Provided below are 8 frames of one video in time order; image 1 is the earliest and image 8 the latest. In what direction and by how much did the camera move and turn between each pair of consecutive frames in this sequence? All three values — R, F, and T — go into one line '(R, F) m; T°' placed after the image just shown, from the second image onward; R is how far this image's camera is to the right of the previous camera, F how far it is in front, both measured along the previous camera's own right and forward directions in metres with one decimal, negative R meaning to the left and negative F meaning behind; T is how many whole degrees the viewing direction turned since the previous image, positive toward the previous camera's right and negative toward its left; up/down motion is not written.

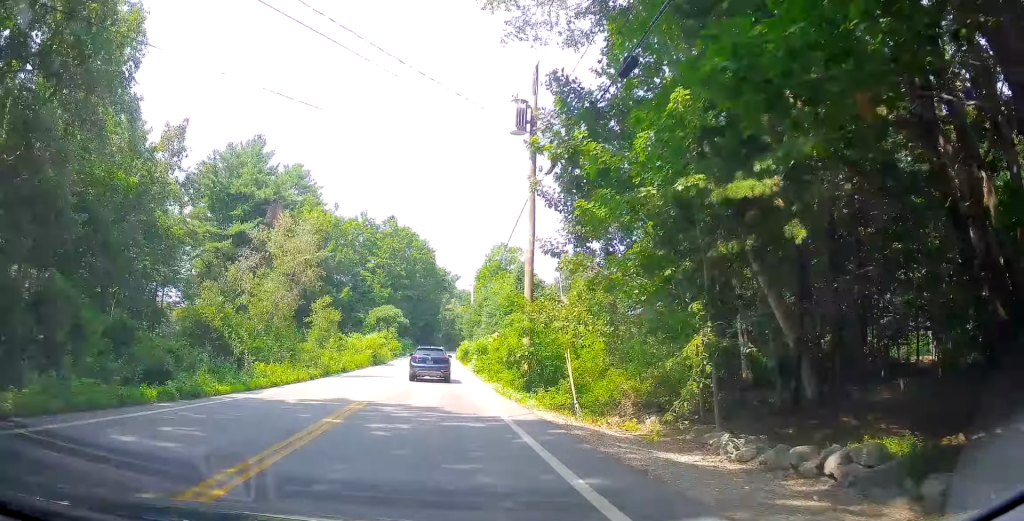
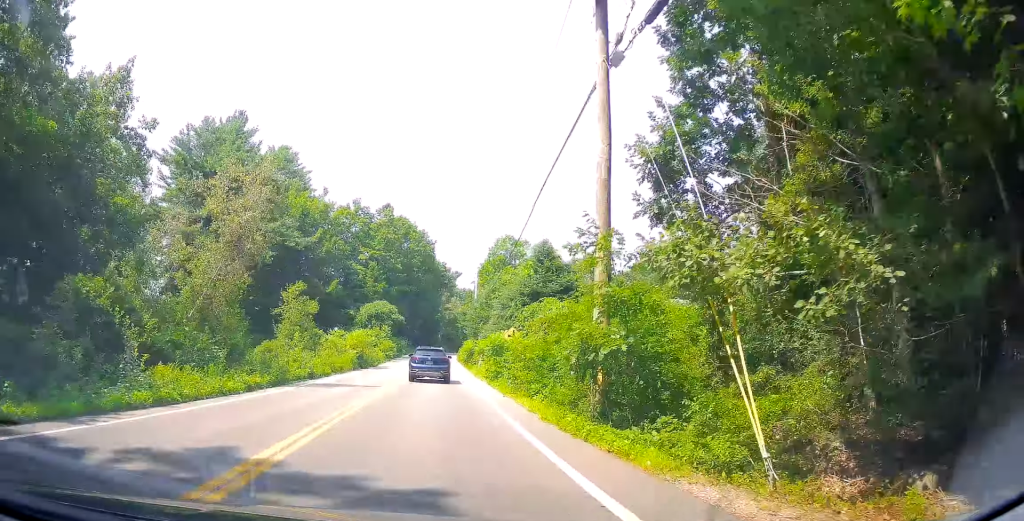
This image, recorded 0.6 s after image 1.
(0.0, +8.9) m; +1°
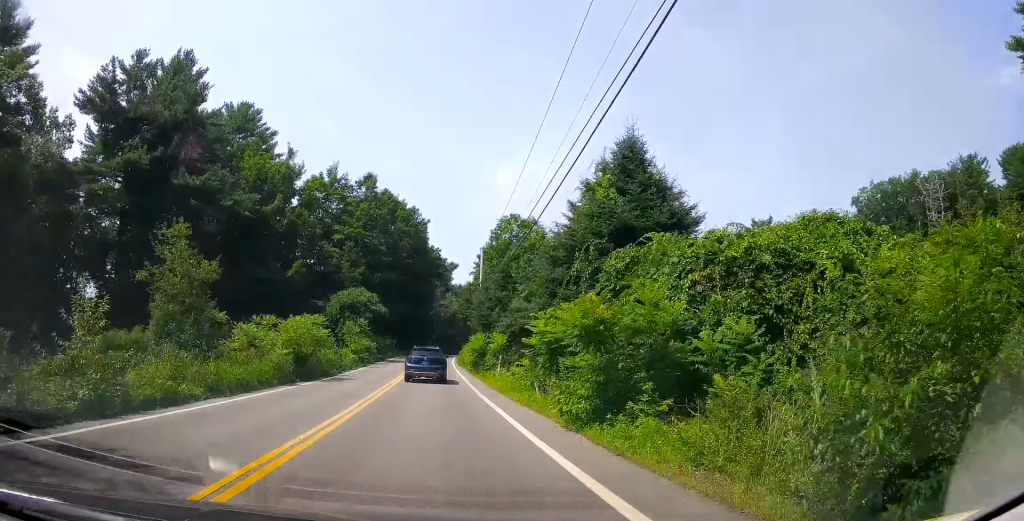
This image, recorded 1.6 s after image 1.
(+0.2, +17.4) m; +5°
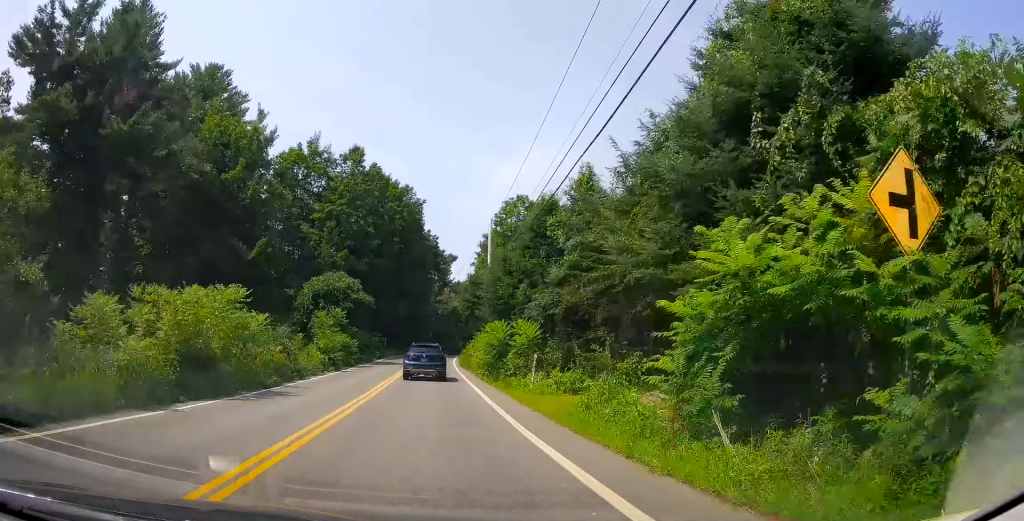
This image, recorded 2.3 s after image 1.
(+0.8, +11.1) m; +3°
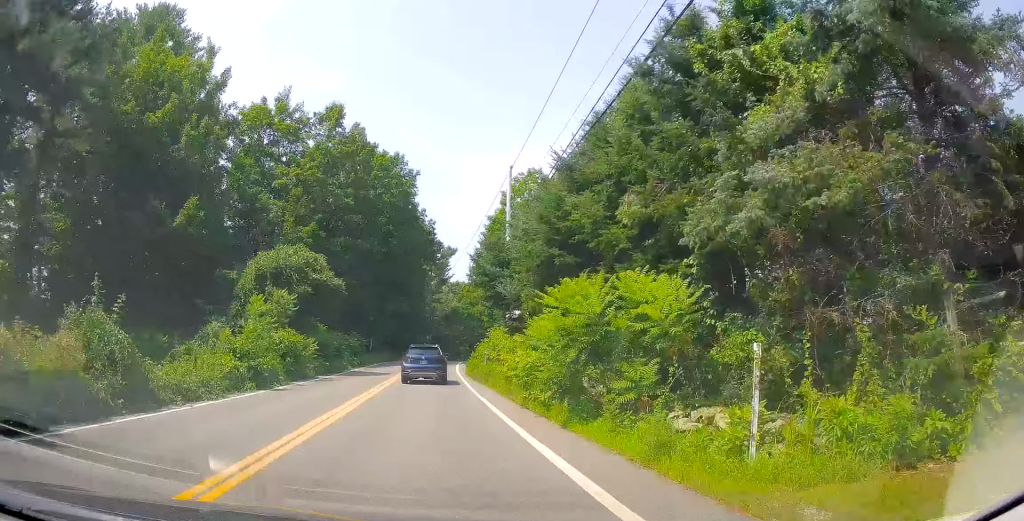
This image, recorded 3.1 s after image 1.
(+0.4, +13.4) m; +1°
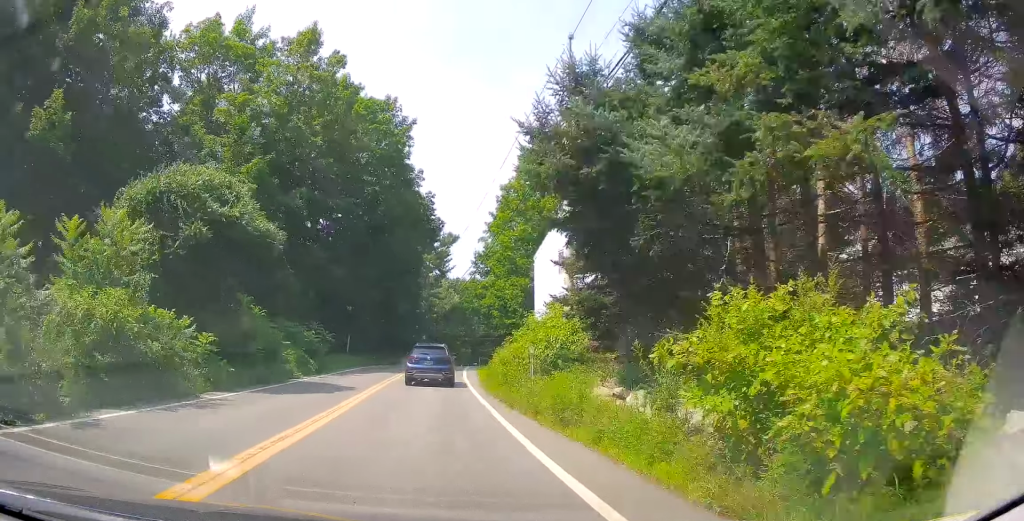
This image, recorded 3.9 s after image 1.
(-0.2, +13.9) m; -2°
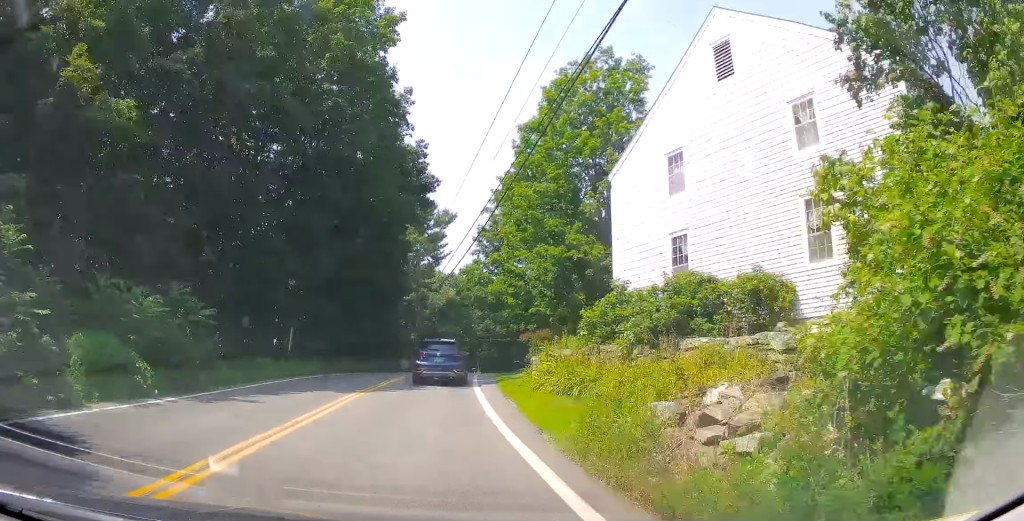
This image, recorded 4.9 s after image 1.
(-0.5, +15.6) m; -2°
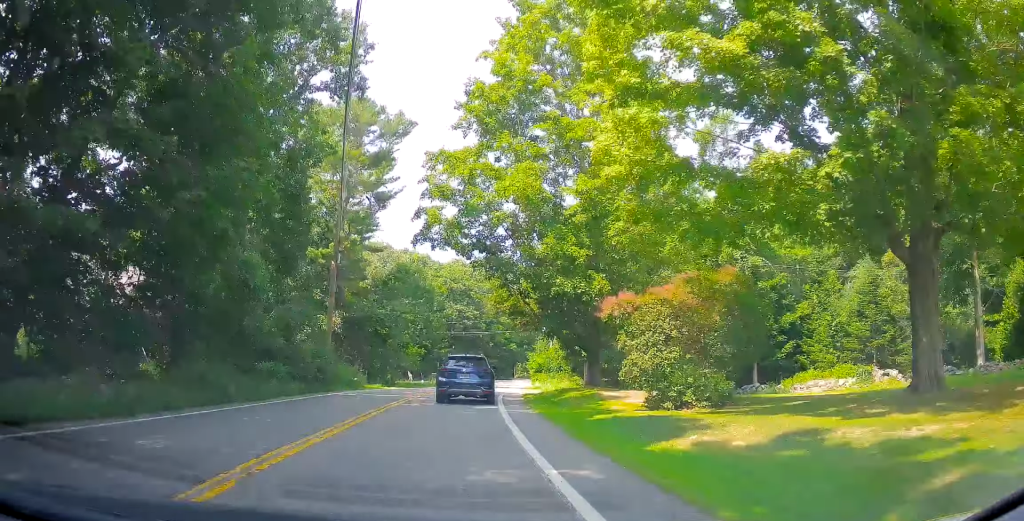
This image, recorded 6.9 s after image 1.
(+1.2, +30.6) m; +5°
